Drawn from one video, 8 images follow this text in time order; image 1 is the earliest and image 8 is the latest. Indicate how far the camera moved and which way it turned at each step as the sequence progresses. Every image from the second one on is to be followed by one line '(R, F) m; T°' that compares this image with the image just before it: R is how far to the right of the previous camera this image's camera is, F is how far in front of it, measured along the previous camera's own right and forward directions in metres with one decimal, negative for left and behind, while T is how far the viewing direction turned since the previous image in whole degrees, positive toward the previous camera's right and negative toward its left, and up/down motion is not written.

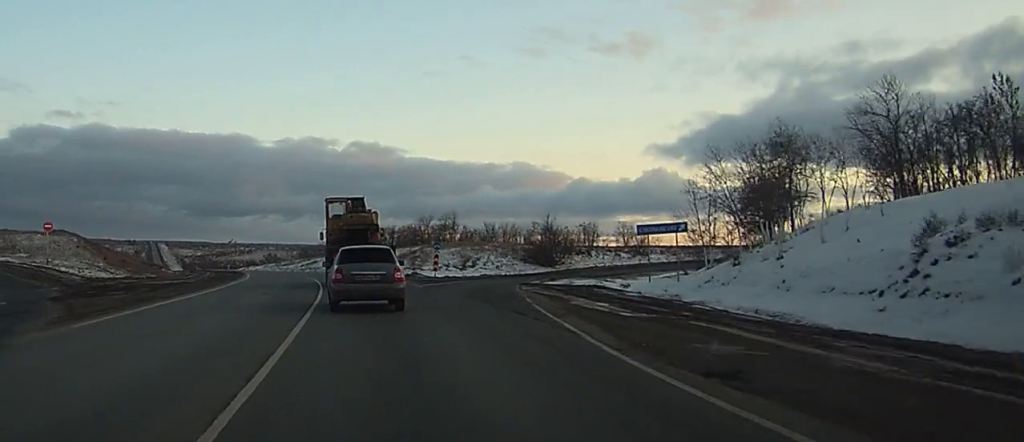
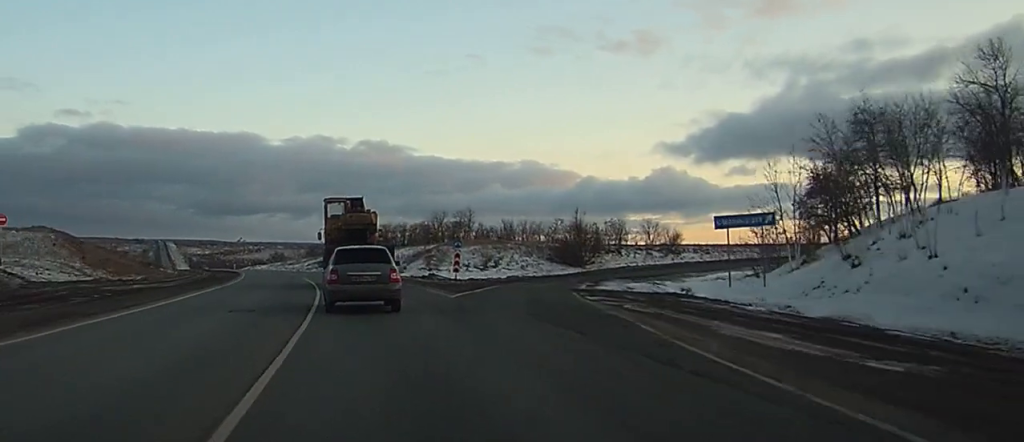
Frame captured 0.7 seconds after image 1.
(0.0, +9.3) m; 0°
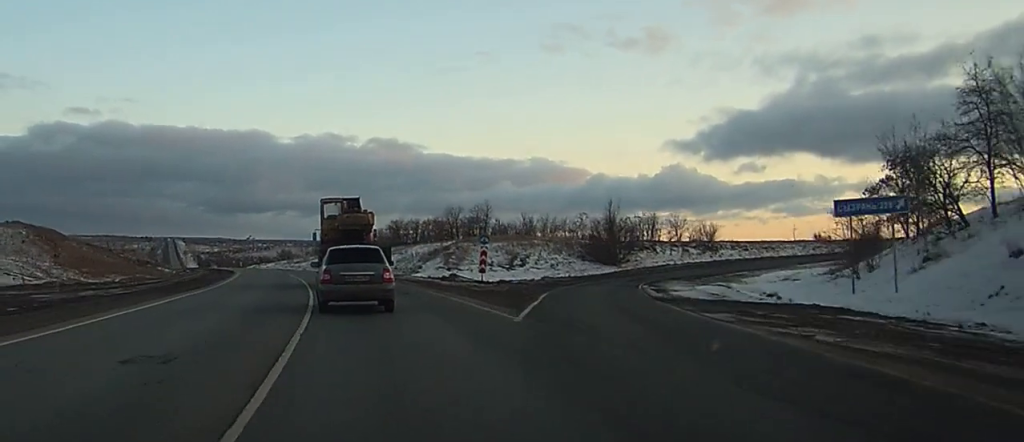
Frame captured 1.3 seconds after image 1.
(0.0, +9.4) m; 0°
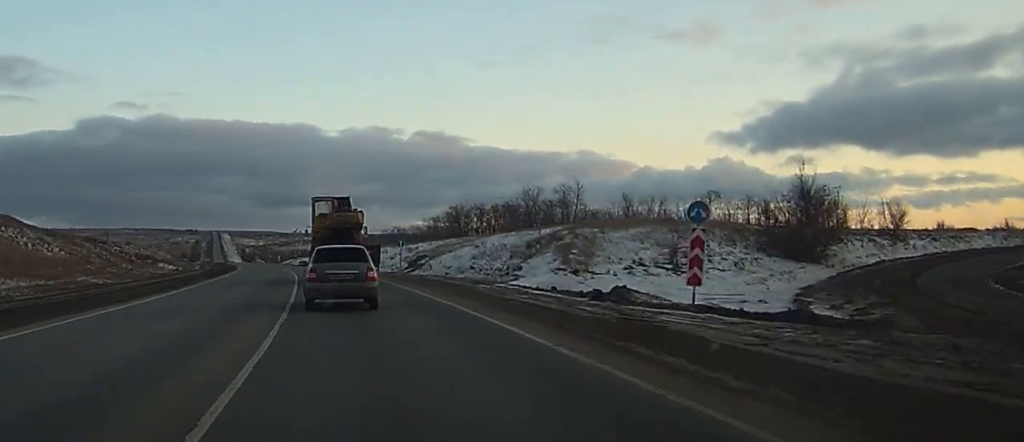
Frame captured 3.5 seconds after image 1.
(-0.1, +30.2) m; -1°
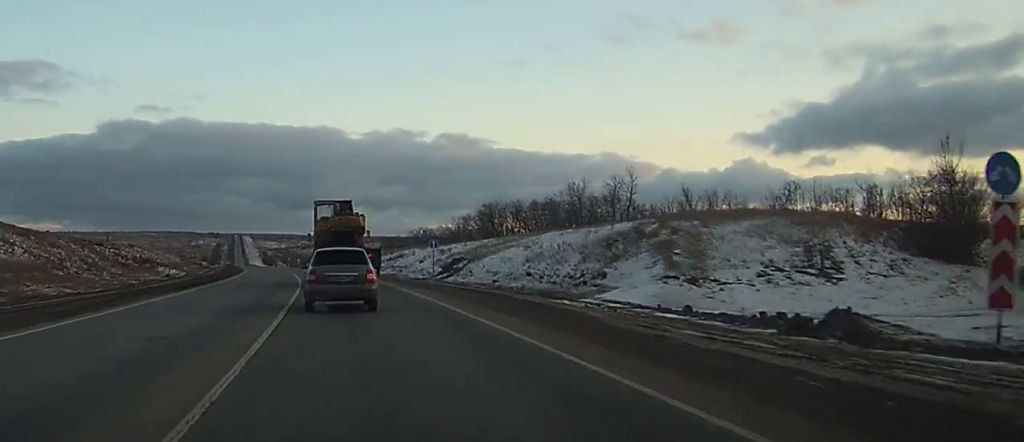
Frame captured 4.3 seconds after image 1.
(-0.2, +12.5) m; 0°
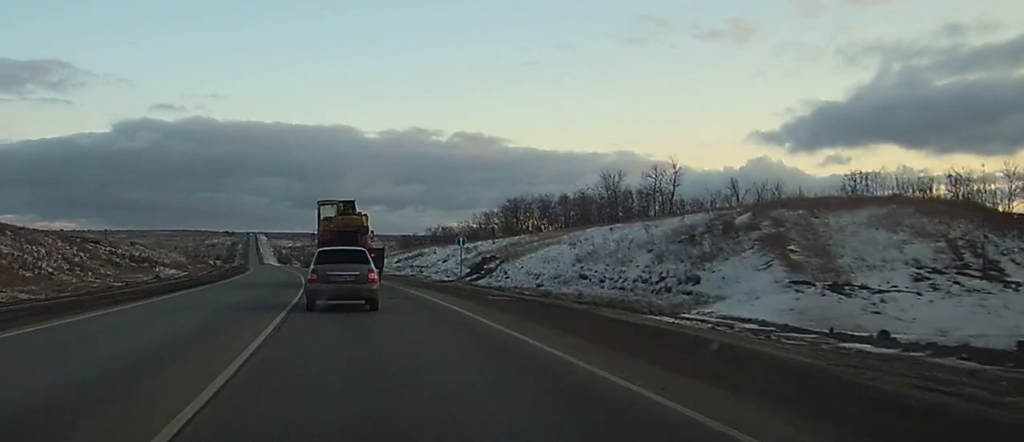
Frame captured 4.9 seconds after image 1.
(+0.2, +8.4) m; -2°
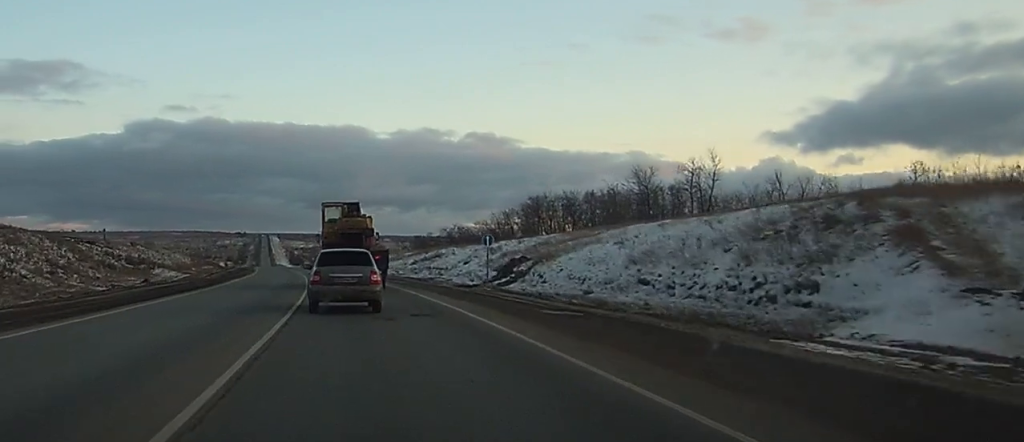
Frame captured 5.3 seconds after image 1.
(+0.4, +6.4) m; -2°
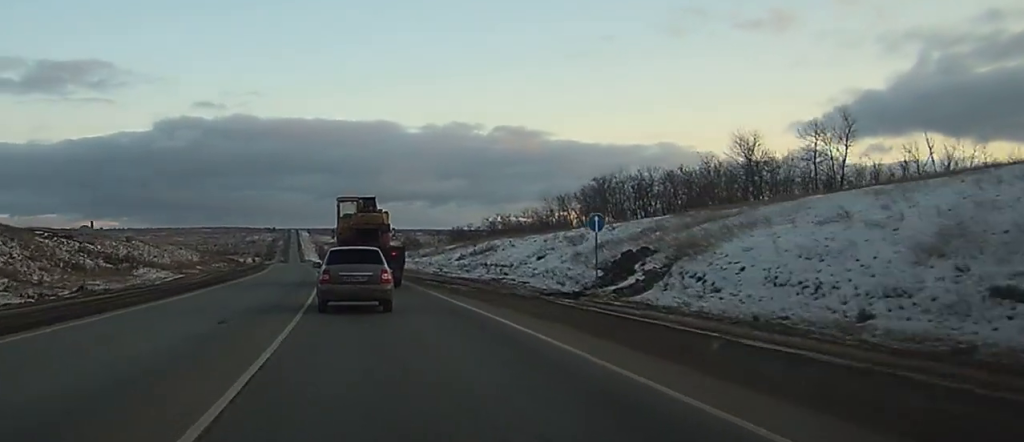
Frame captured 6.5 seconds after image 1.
(-1.4, +17.7) m; -4°
